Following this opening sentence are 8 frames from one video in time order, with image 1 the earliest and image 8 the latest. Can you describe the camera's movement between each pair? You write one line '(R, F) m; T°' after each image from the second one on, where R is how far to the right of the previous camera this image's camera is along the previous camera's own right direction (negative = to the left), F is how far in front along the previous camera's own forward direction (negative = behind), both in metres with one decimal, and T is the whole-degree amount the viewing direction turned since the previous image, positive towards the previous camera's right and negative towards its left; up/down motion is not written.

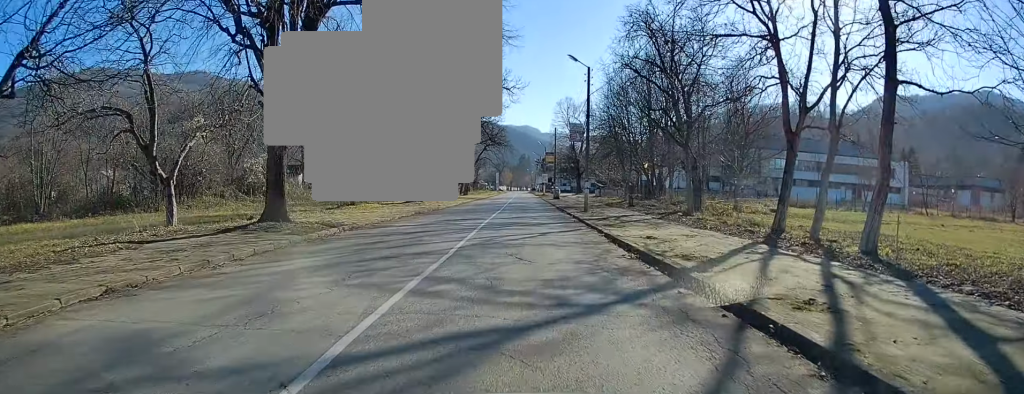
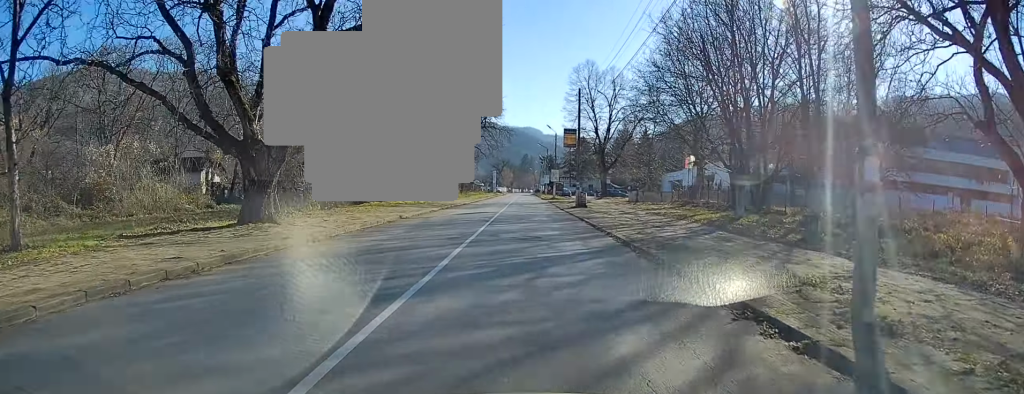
(+0.1, +29.3) m; 0°
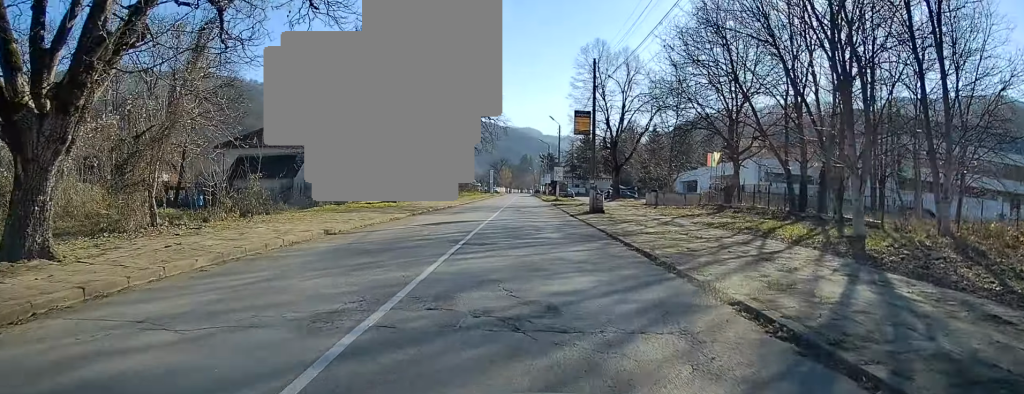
(+0.2, +10.3) m; +1°
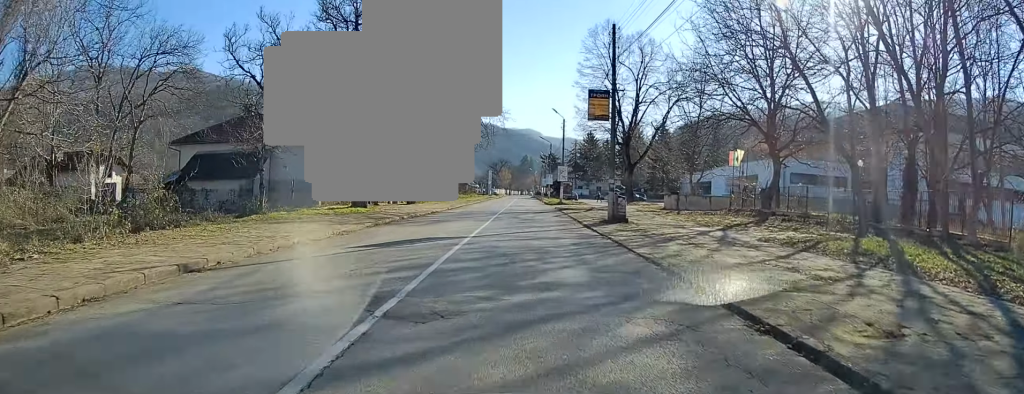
(0.0, +7.6) m; 0°
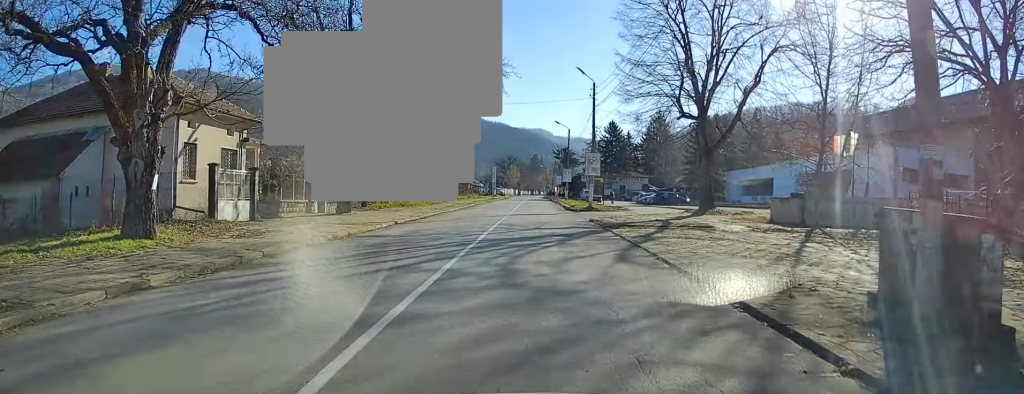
(-0.3, +20.5) m; -1°
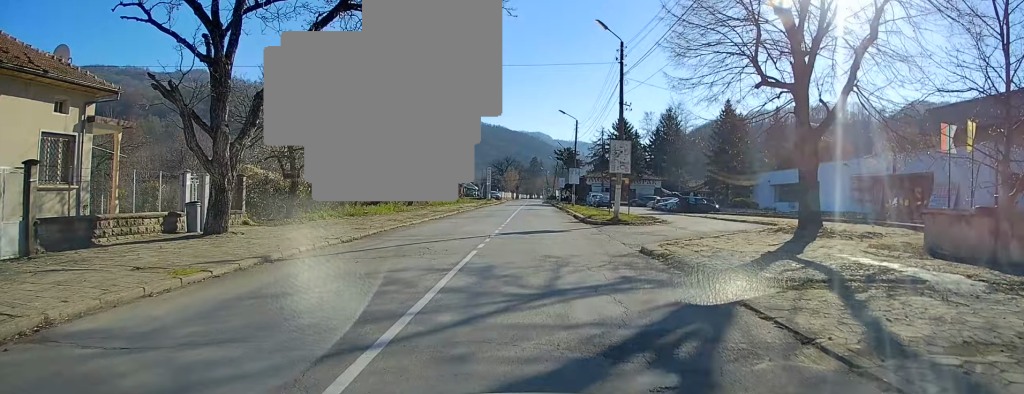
(0.0, +12.2) m; 0°
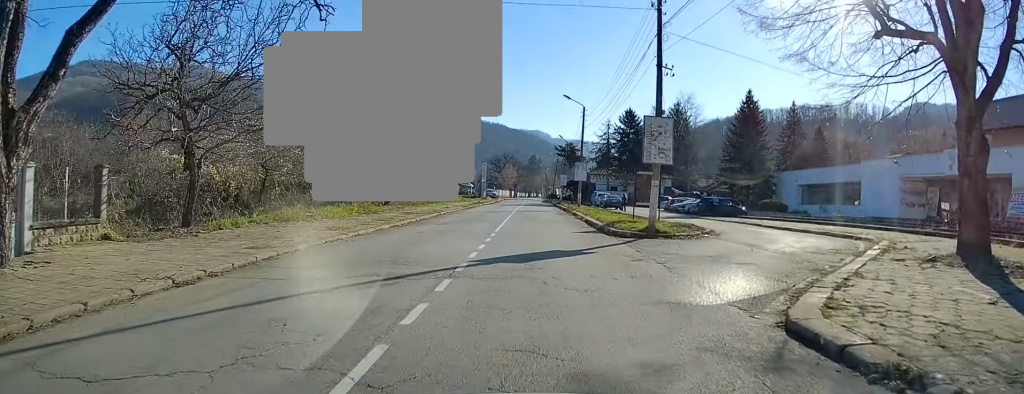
(-0.1, +8.5) m; 0°
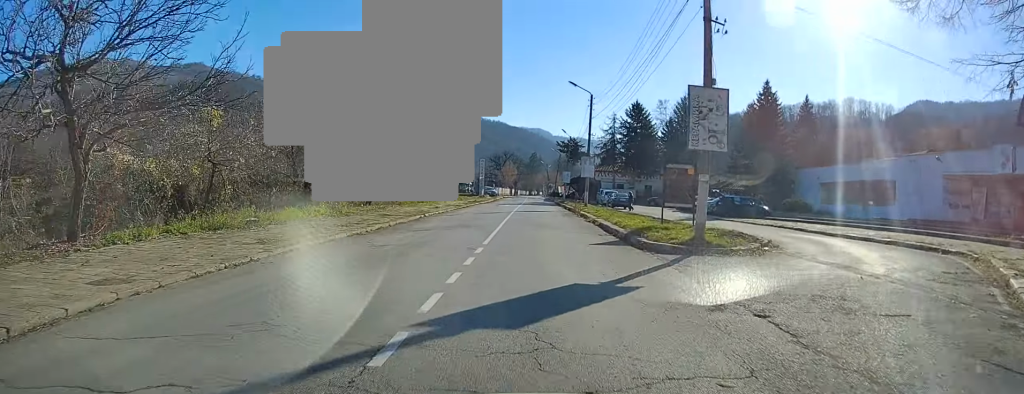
(0.0, +5.5) m; 0°
